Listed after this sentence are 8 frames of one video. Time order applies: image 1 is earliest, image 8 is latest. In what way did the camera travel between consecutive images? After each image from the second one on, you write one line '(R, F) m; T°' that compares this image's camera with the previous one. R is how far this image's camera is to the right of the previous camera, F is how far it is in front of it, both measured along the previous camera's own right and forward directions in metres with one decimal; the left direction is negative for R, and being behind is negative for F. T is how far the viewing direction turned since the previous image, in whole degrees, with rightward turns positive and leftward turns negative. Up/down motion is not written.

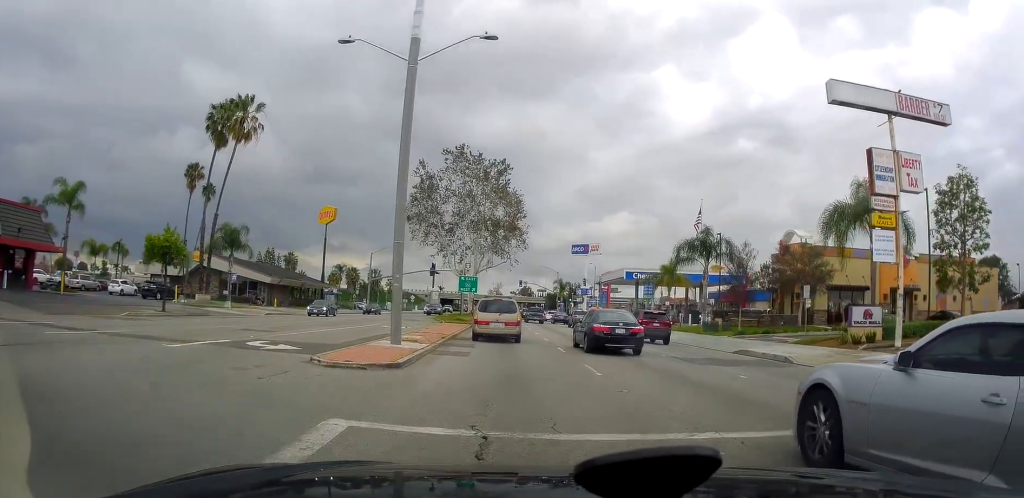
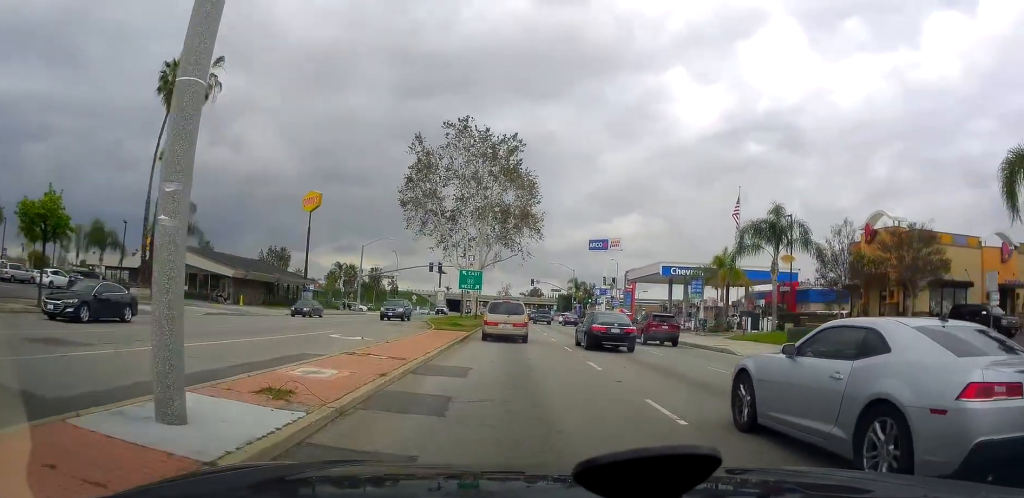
(0.0, +11.9) m; 0°
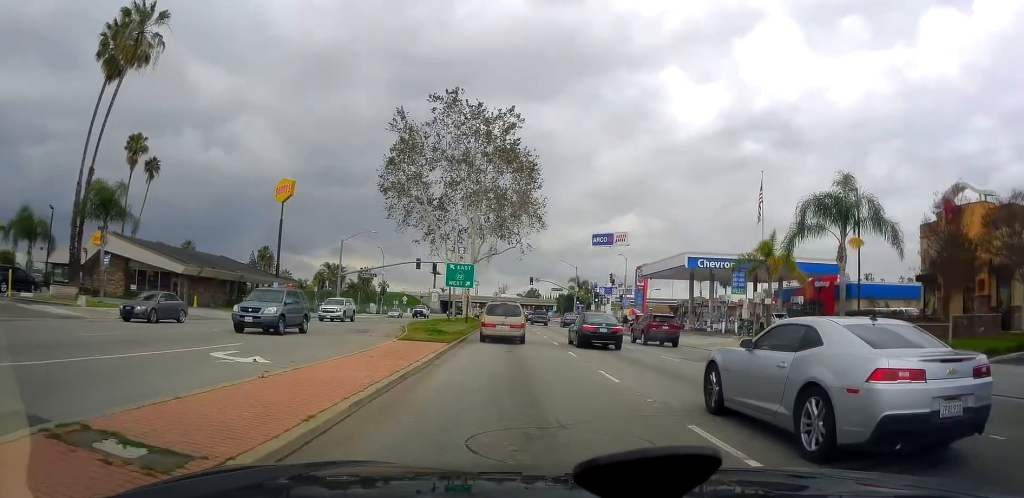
(0.0, +8.9) m; 0°
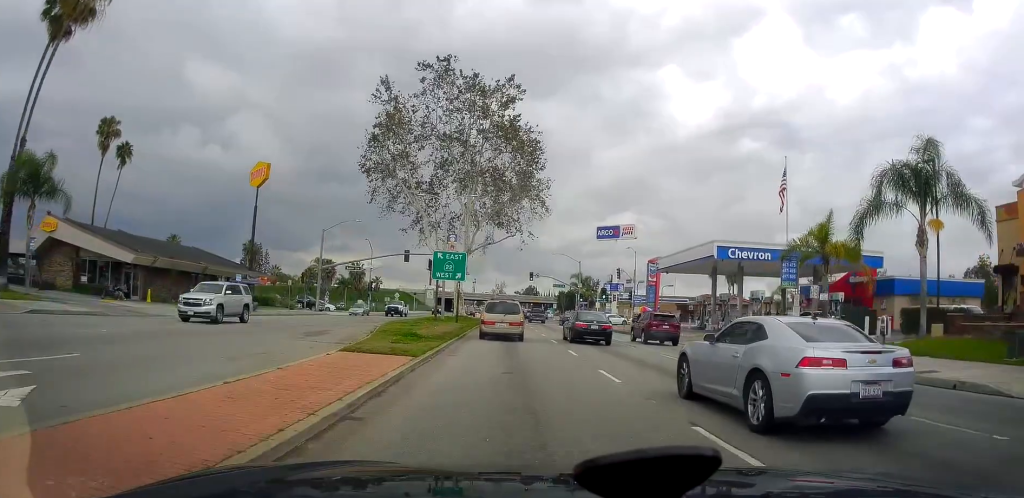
(0.0, +7.3) m; 0°
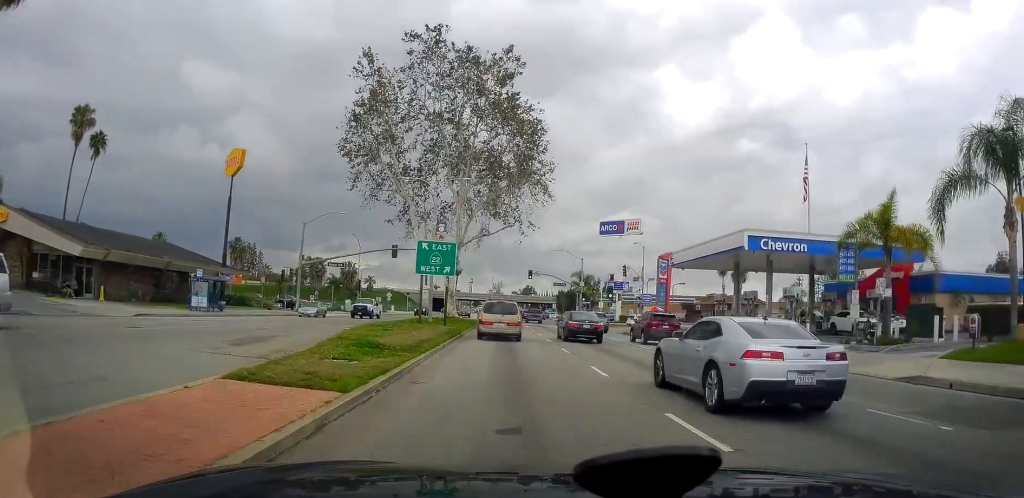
(0.0, +5.8) m; -2°
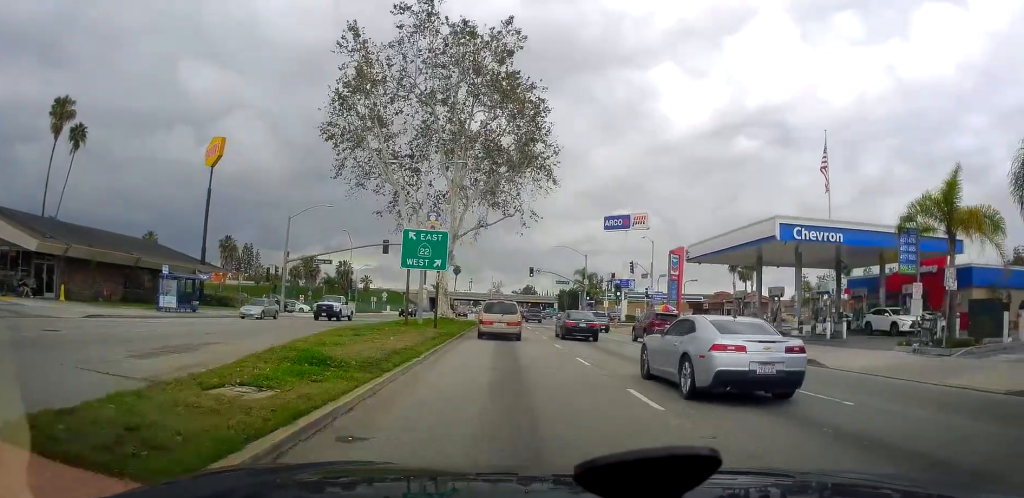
(0.0, +4.3) m; -1°
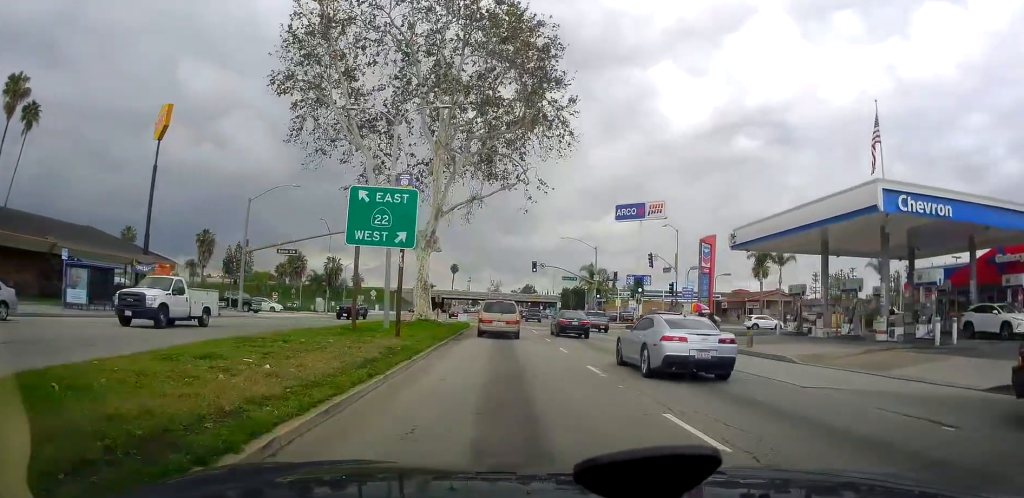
(-0.3, +9.3) m; +1°
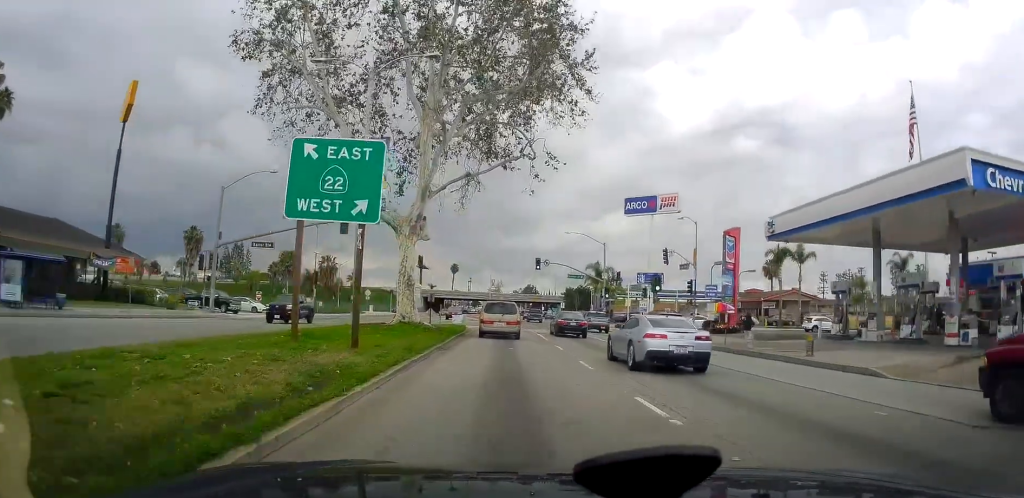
(+0.2, +5.2) m; +2°
